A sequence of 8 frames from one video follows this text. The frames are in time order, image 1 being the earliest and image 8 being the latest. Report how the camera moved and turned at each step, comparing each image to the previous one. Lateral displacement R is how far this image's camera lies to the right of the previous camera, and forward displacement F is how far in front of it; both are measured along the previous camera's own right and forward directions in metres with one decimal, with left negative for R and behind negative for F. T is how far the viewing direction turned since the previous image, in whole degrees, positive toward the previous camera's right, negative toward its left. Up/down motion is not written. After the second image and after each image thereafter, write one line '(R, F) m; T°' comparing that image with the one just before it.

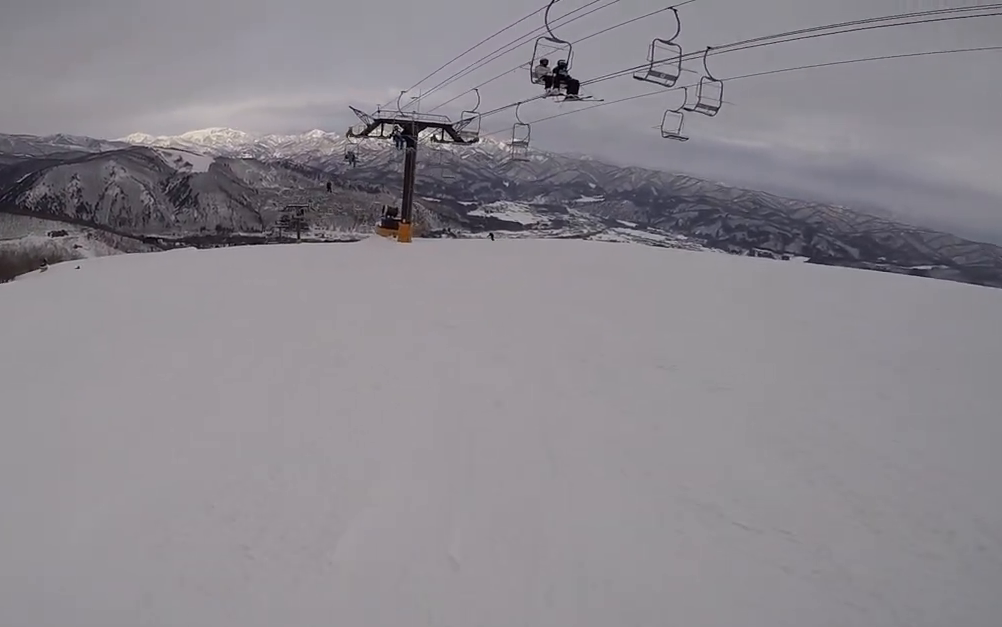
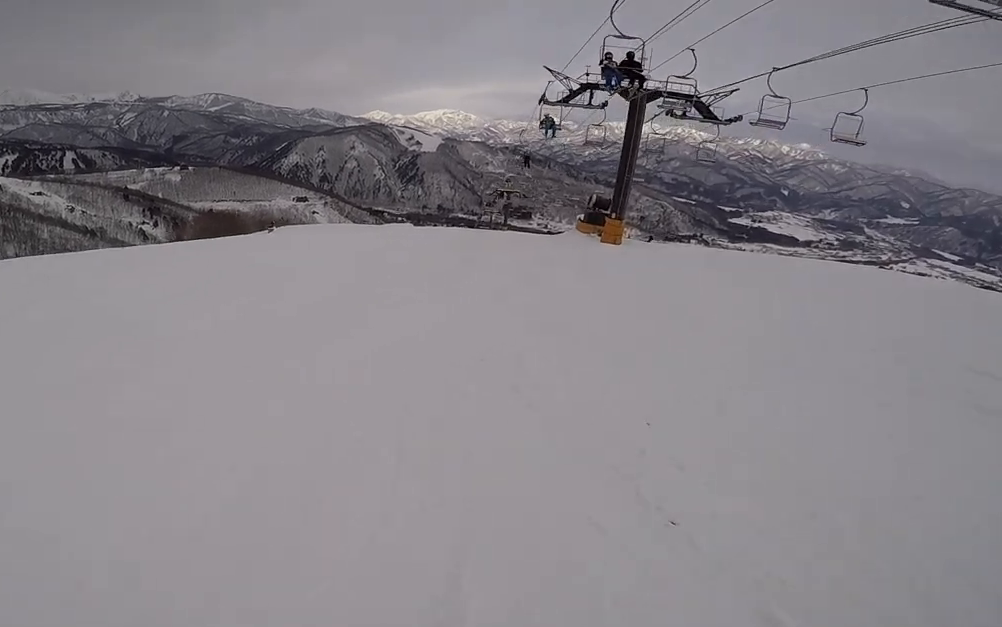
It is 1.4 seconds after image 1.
(-0.6, +7.2) m; -15°
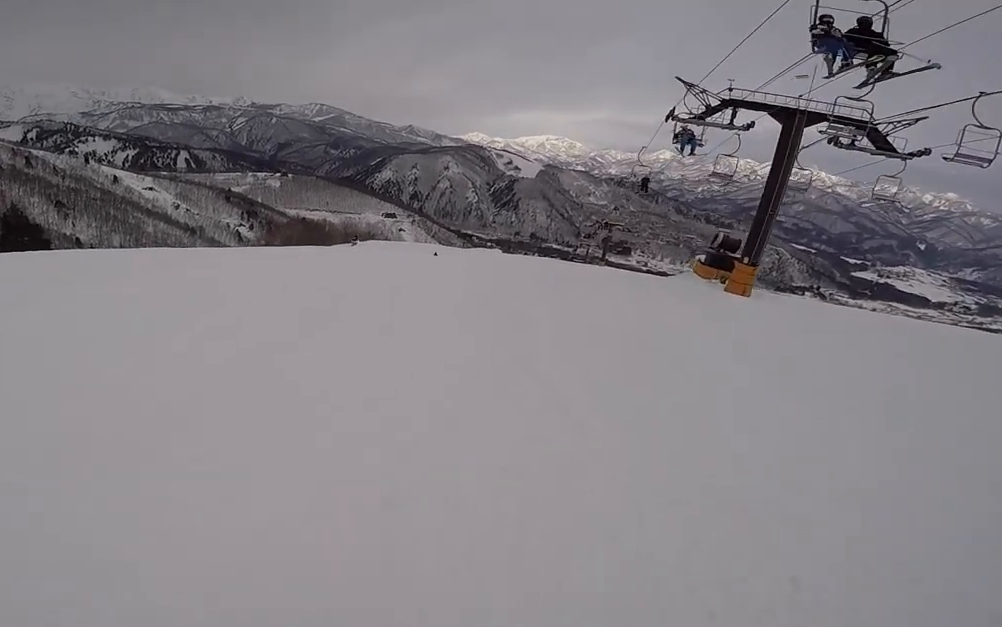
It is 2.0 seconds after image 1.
(+0.2, +3.1) m; -20°
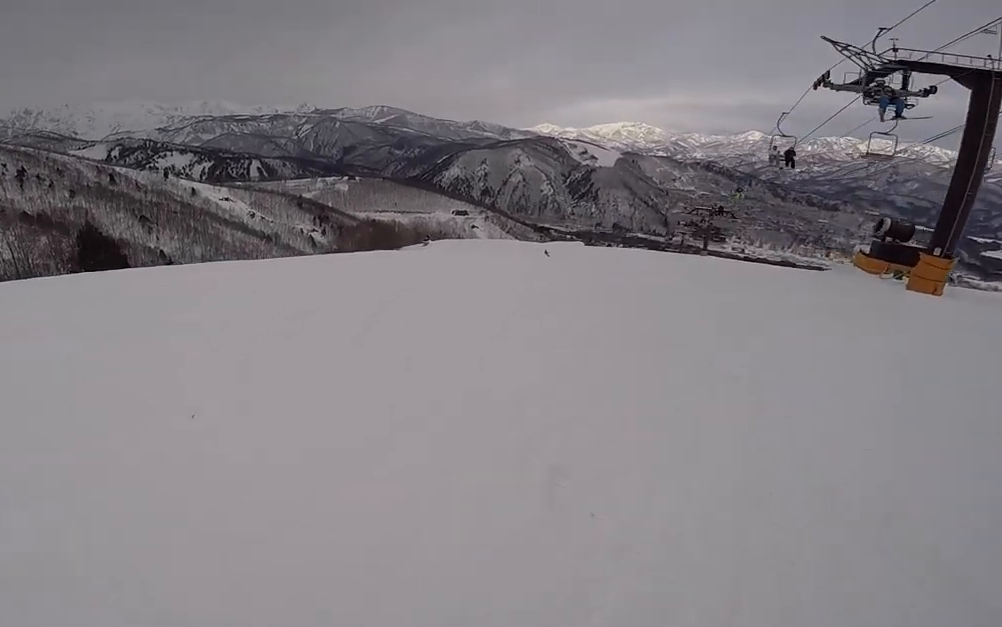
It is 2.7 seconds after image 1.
(-1.3, +3.9) m; -33°
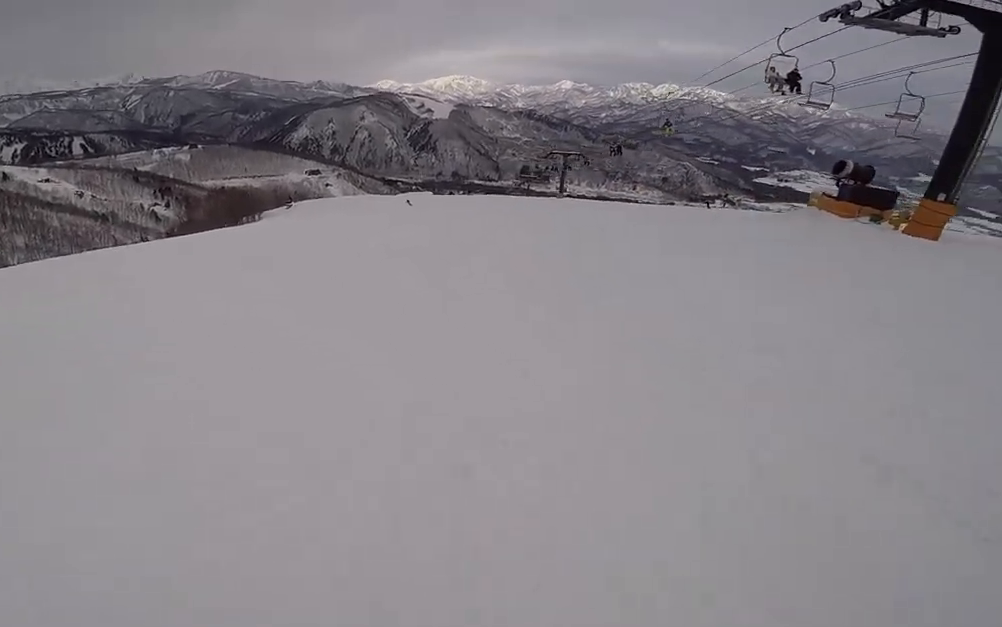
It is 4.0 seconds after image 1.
(-2.3, +7.2) m; +1°
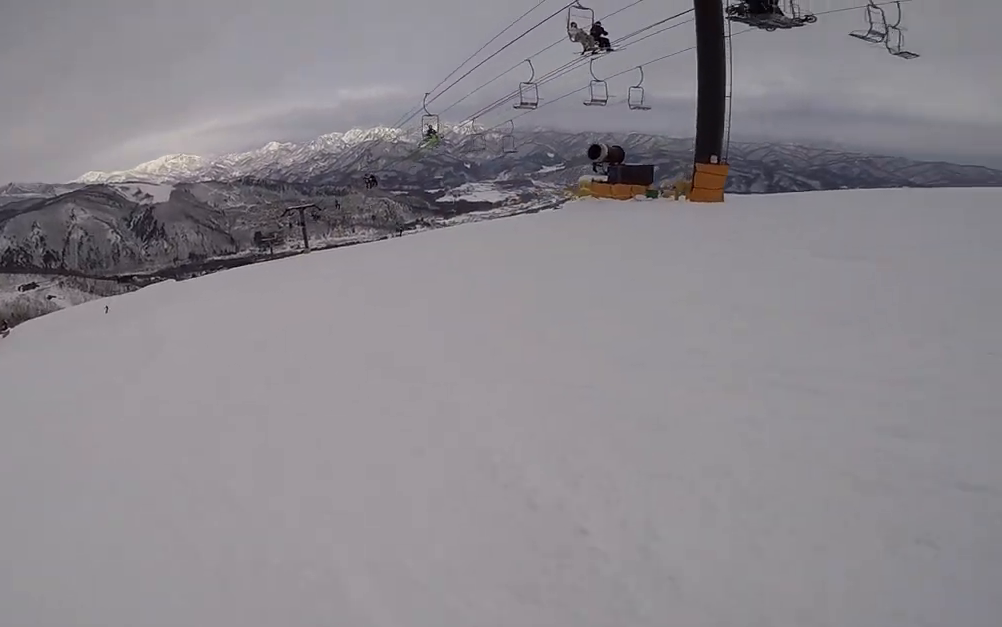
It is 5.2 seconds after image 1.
(+2.5, +5.8) m; +40°
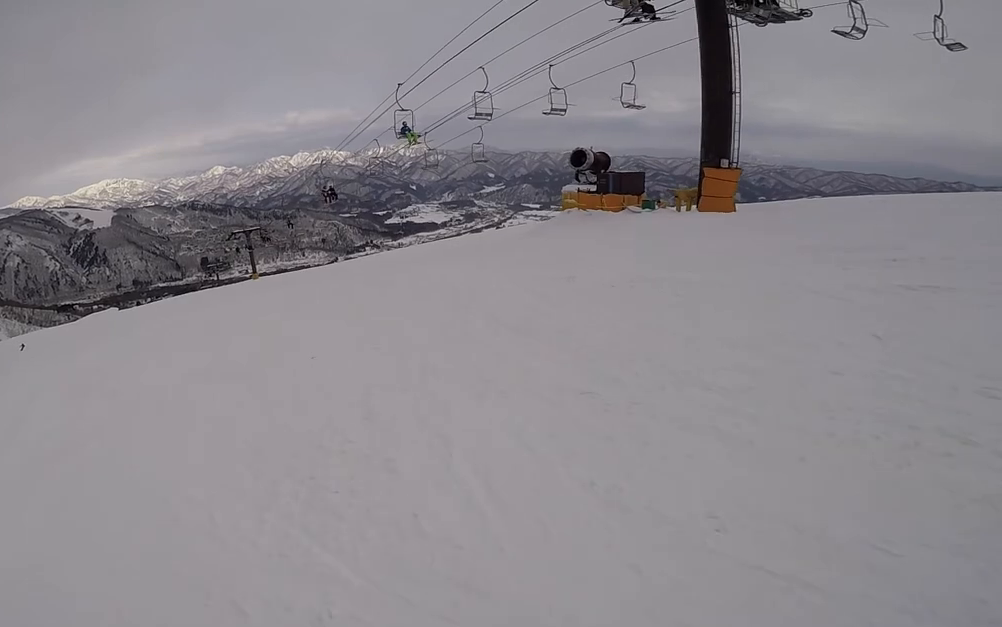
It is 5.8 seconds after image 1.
(+0.4, +3.5) m; +21°
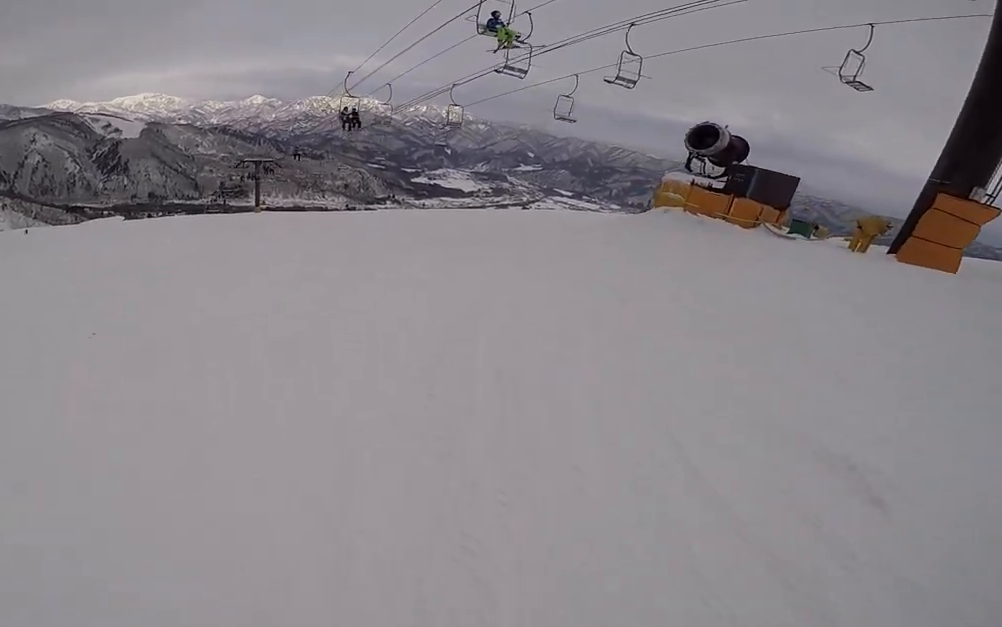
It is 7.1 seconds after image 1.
(+2.0, +6.3) m; +16°
